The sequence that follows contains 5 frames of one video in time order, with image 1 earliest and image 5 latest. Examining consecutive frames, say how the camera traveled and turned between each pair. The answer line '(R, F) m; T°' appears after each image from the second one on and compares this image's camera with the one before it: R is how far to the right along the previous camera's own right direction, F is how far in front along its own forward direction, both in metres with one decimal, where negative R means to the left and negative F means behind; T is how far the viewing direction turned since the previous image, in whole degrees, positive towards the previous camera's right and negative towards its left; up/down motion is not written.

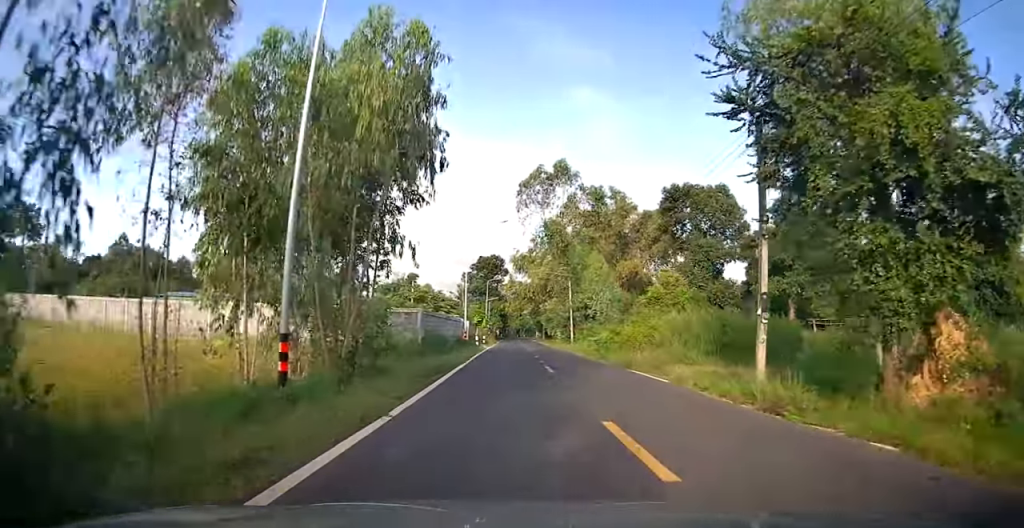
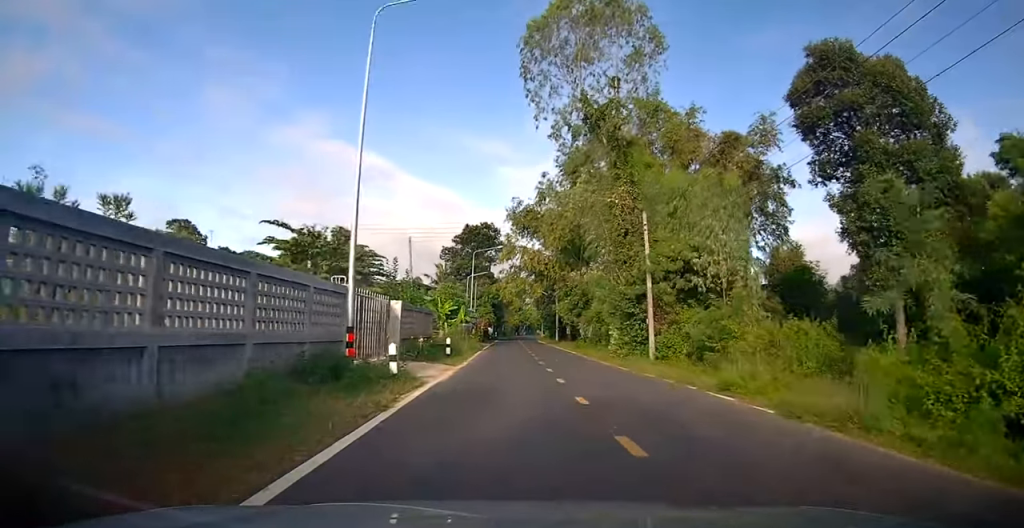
(-0.1, +29.2) m; 0°
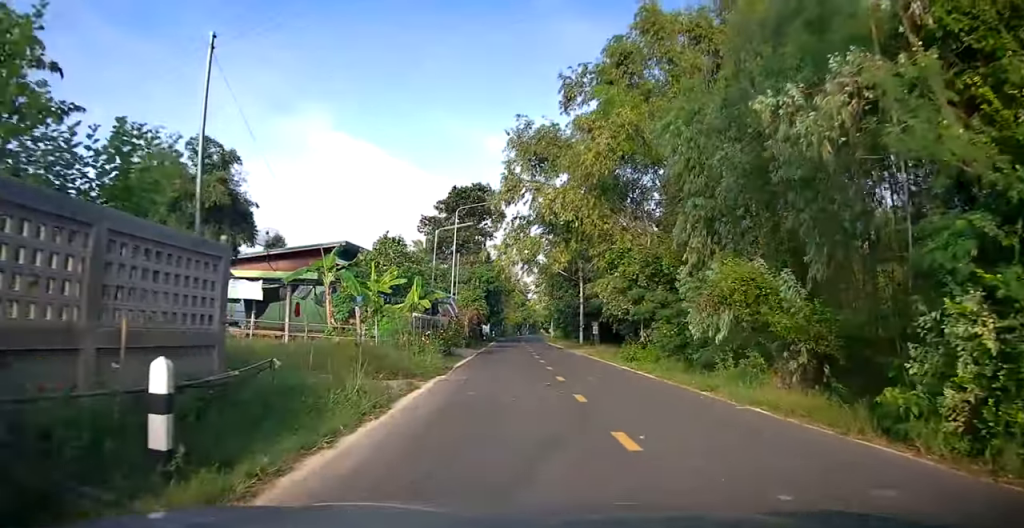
(0.0, +19.8) m; 0°
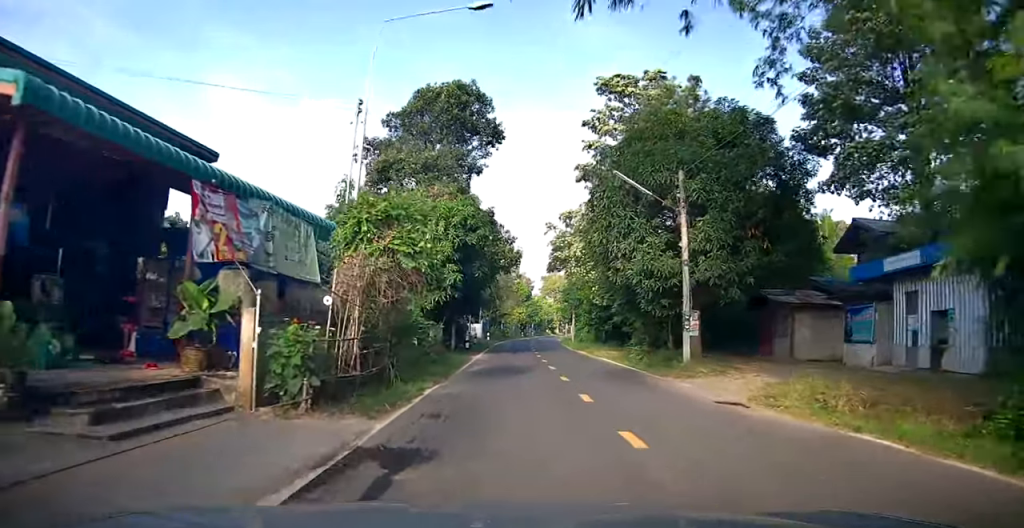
(-0.2, +24.6) m; 0°
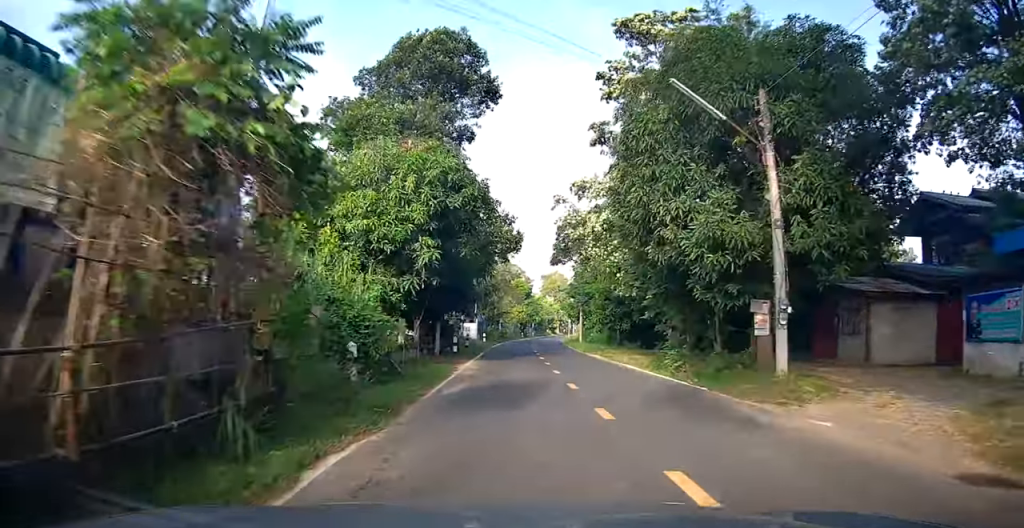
(+0.1, +6.3) m; +1°
